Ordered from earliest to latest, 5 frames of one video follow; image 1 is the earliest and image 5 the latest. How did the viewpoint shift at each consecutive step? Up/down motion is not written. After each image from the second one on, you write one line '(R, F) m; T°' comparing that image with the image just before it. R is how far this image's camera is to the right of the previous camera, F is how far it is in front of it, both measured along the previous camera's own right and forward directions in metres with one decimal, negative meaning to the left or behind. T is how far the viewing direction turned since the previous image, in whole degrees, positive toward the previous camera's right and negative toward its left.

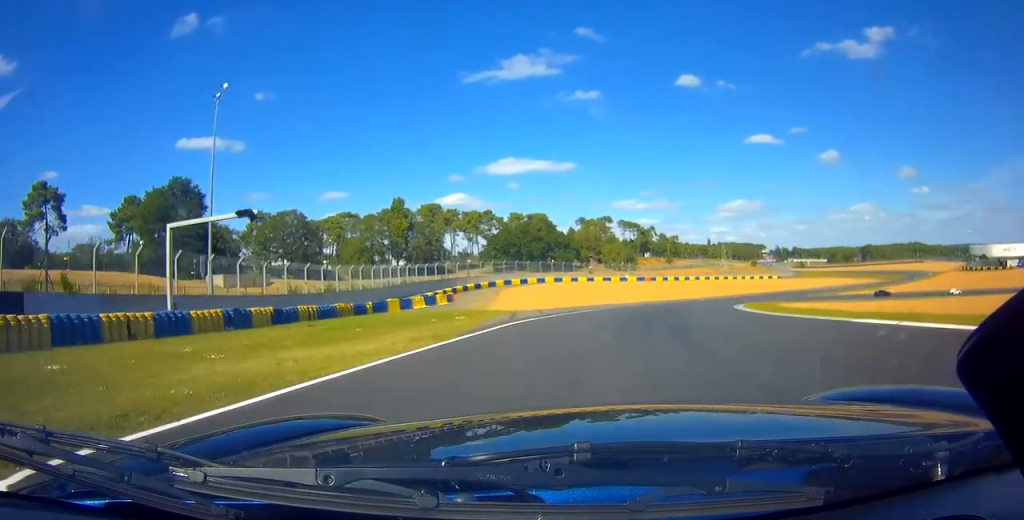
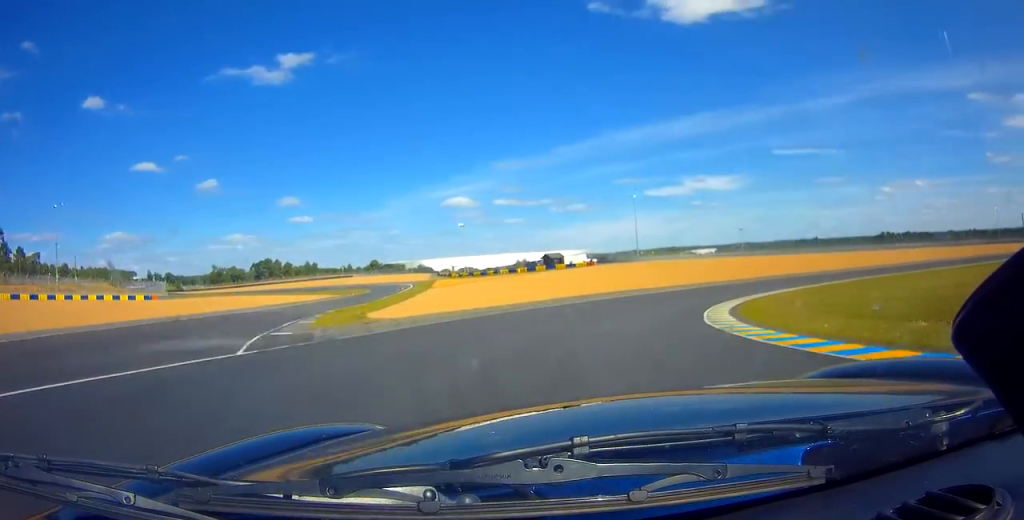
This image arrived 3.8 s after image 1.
(+45.4, +83.5) m; +69°
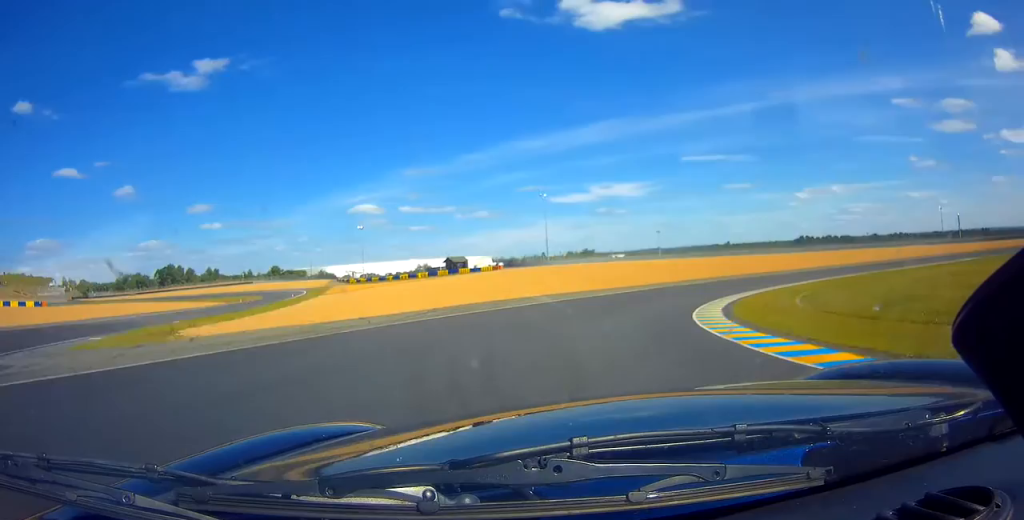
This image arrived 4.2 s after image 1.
(+0.8, +10.9) m; +10°
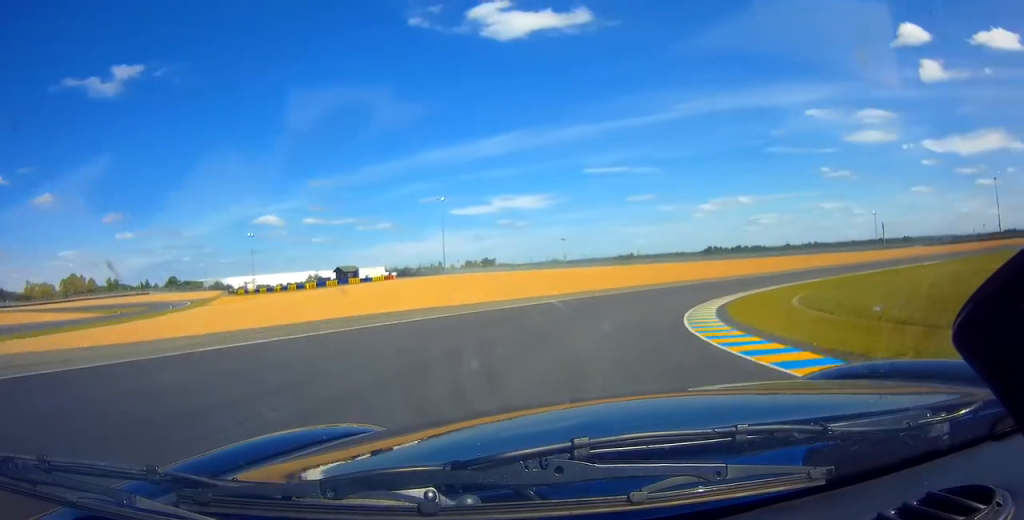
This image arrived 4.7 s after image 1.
(+1.1, +11.1) m; +10°
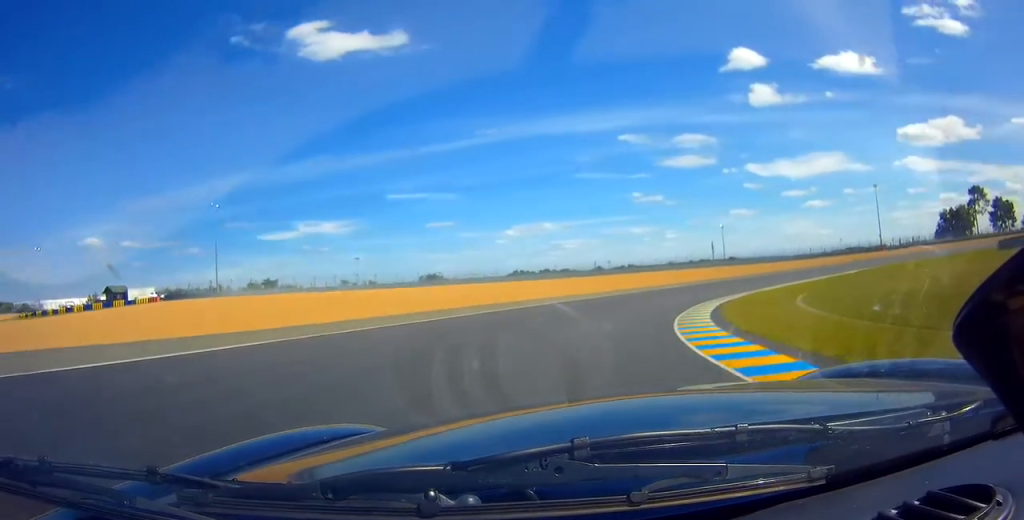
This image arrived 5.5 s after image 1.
(+3.6, +21.0) m; +19°
